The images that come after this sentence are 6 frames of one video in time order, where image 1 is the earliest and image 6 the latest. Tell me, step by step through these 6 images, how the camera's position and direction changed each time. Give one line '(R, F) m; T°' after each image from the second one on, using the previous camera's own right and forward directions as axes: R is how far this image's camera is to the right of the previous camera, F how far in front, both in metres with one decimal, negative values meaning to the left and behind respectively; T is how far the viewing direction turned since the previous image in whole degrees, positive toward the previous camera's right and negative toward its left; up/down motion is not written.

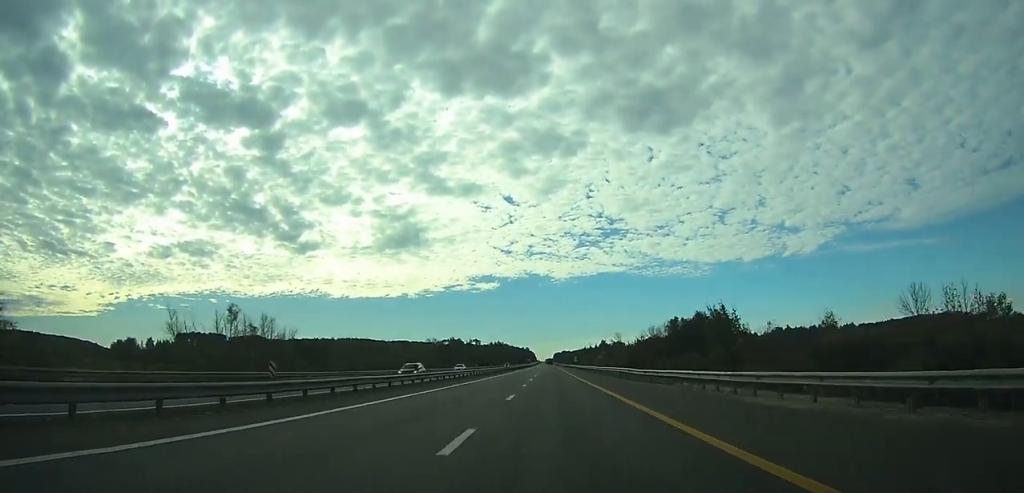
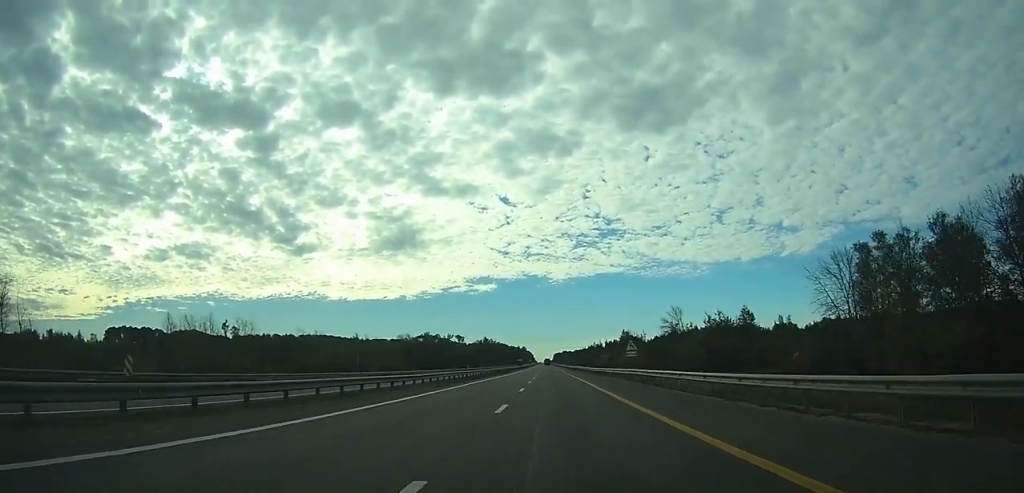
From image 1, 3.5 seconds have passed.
(-0.1, +101.4) m; 0°
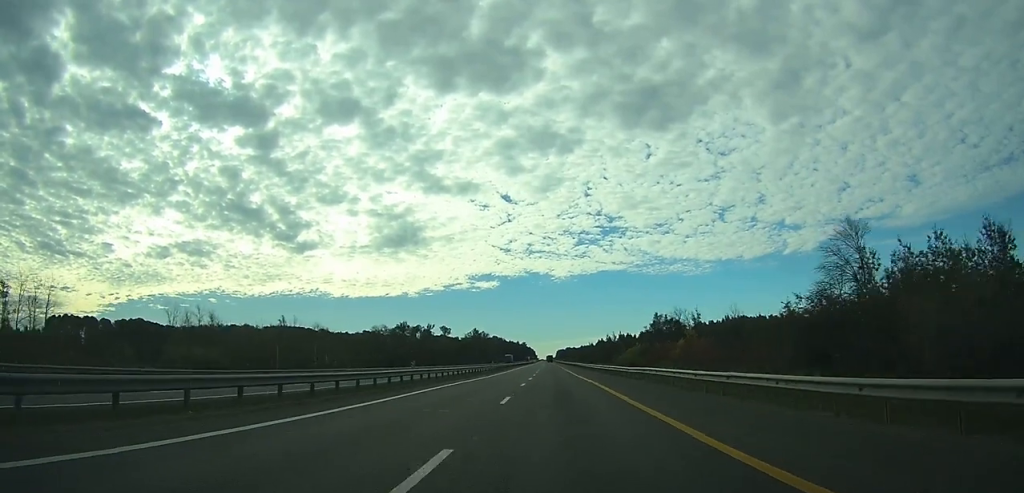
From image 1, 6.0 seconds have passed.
(+0.1, +70.5) m; 0°
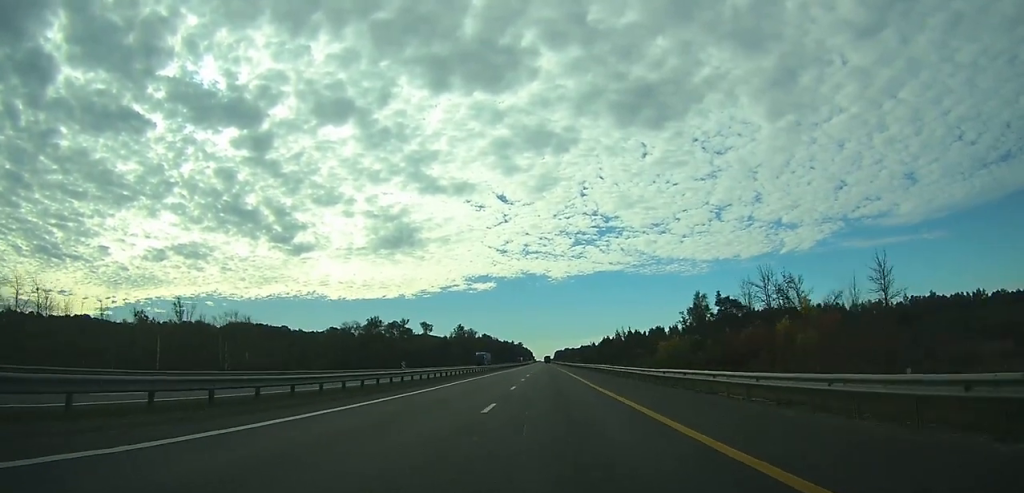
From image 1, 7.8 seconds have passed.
(0.0, +51.2) m; 0°
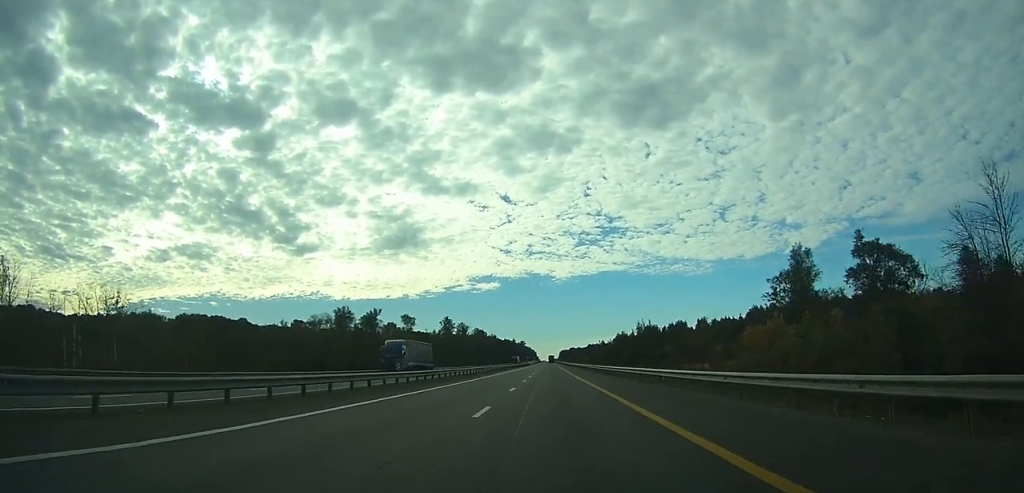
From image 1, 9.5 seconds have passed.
(-0.2, +49.0) m; 0°
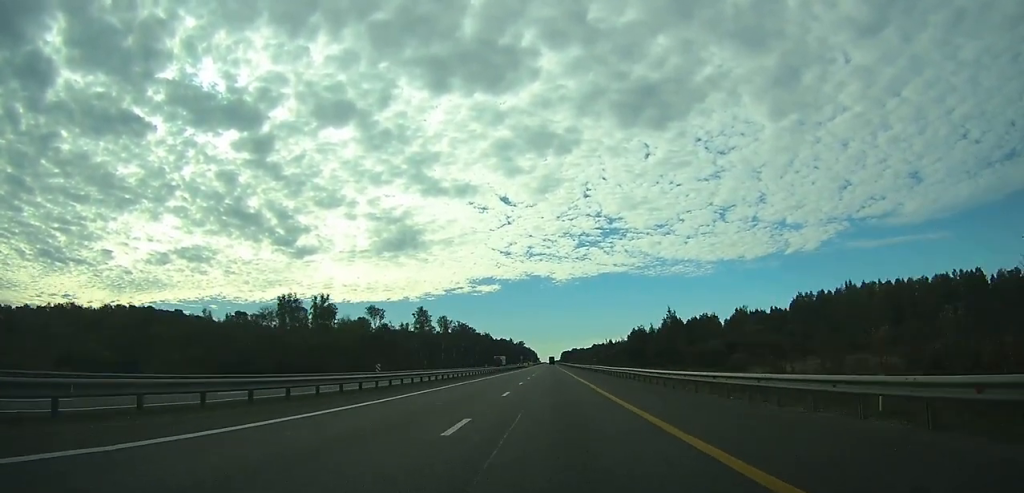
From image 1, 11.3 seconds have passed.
(-0.1, +50.6) m; 0°
